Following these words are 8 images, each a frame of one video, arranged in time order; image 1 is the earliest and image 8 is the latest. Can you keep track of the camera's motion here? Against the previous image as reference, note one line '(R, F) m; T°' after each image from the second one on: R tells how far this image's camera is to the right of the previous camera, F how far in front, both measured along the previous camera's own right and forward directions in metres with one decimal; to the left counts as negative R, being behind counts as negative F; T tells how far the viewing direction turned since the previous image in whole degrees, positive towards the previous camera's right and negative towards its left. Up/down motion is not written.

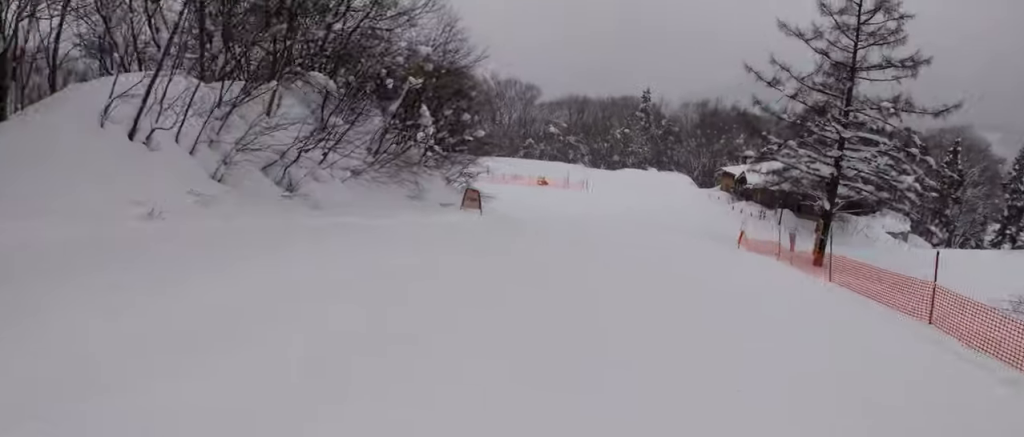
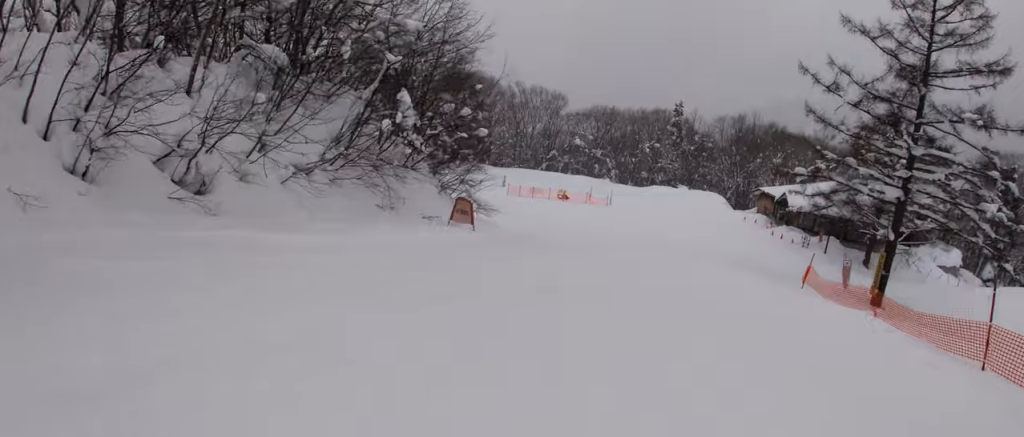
(0.0, +5.2) m; 0°
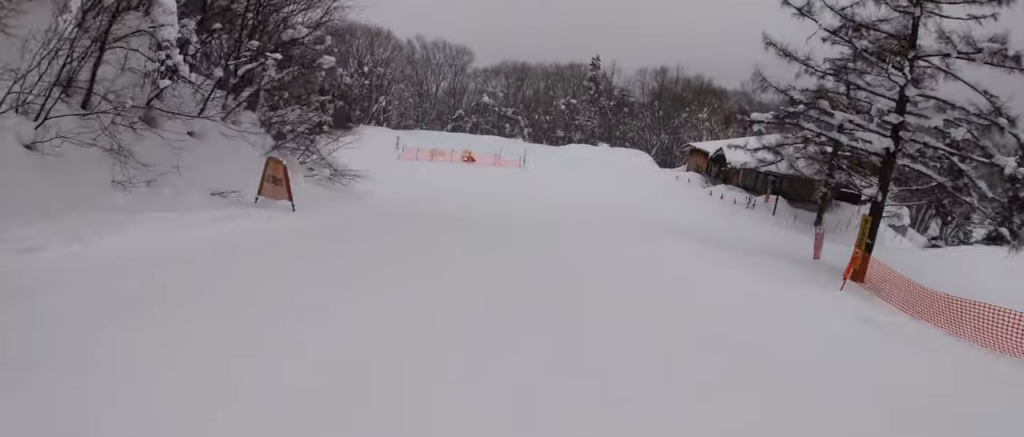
(0.0, +7.3) m; -6°
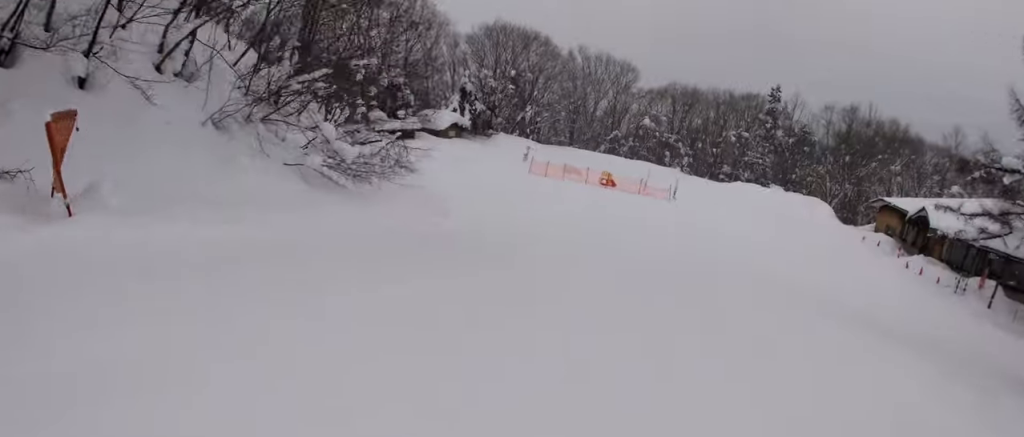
(-0.7, +7.6) m; -8°
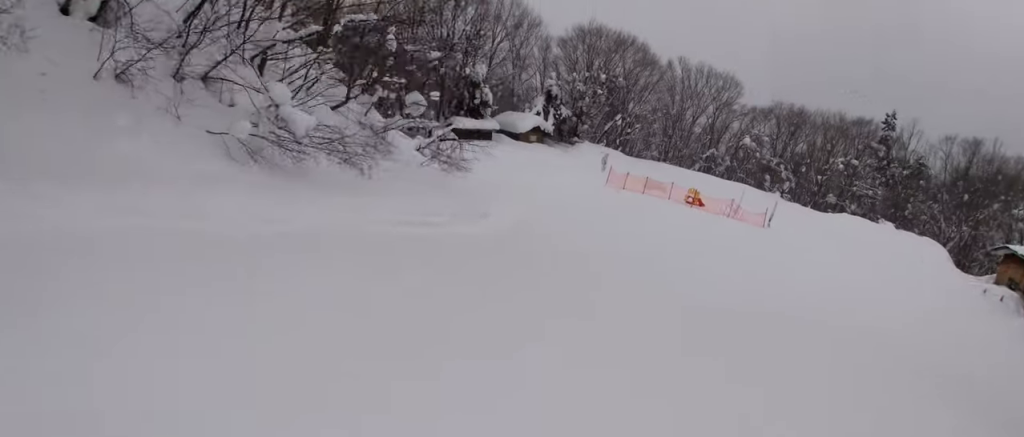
(-0.2, +4.1) m; -5°
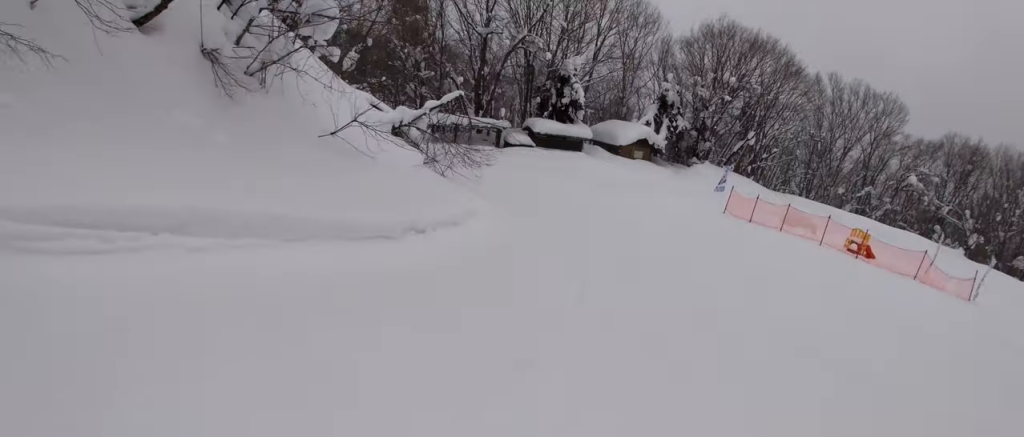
(-1.5, +10.5) m; -21°
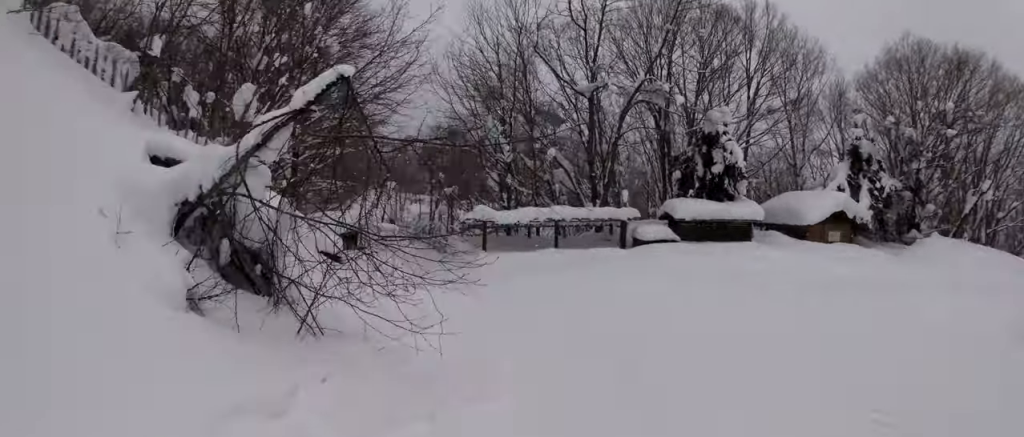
(-2.3, +11.1) m; -23°
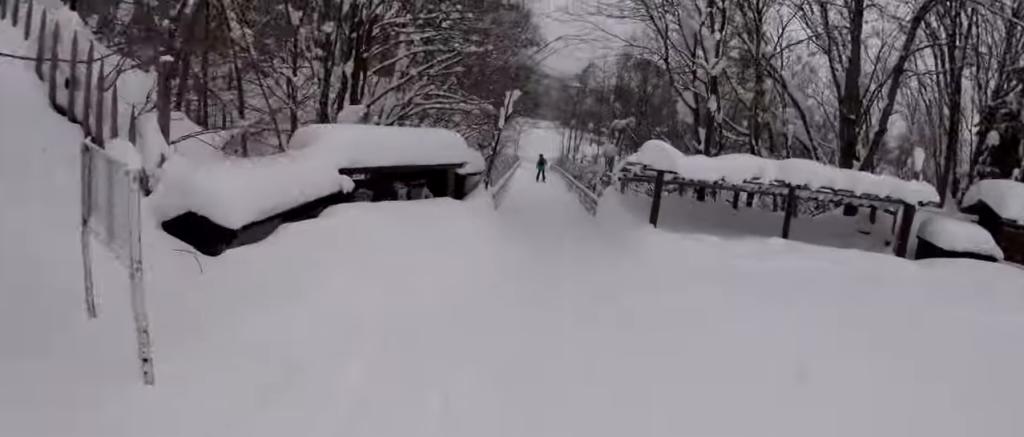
(-2.2, +8.0) m; -20°
